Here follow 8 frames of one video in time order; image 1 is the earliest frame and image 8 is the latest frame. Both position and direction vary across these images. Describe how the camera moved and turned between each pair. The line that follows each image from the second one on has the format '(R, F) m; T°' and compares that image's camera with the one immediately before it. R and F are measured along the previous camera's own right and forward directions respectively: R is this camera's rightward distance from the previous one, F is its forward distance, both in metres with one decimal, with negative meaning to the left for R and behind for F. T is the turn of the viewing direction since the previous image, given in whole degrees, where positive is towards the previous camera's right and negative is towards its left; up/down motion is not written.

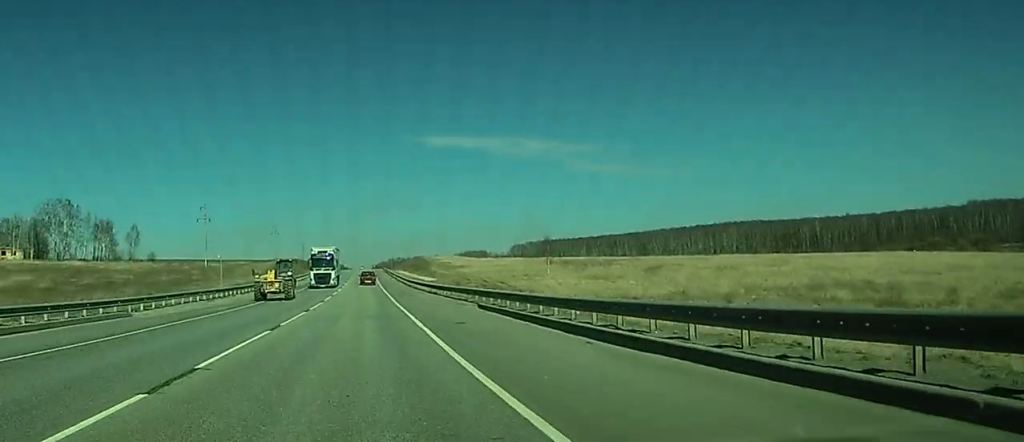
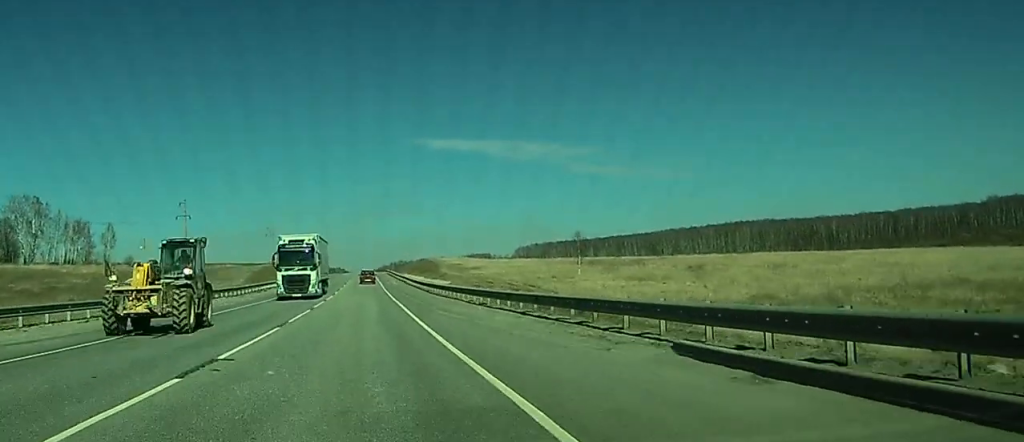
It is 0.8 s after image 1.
(0.0, +23.1) m; 0°
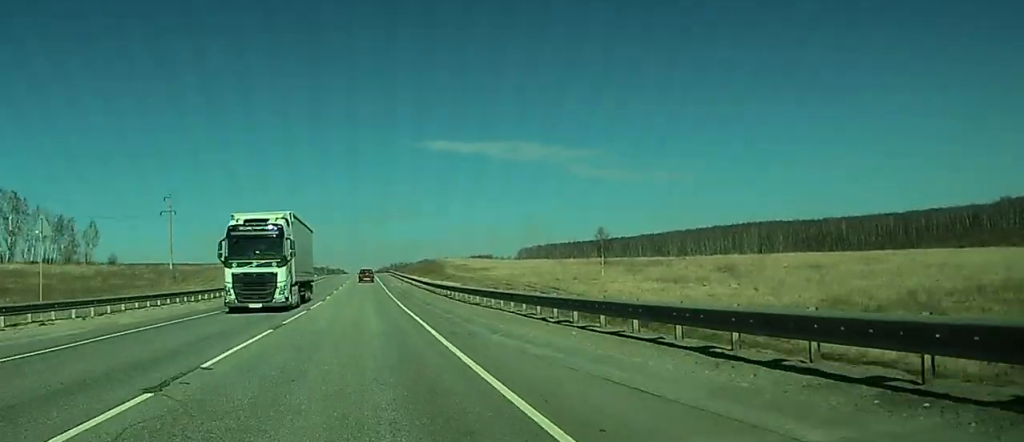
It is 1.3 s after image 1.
(0.0, +13.9) m; 0°
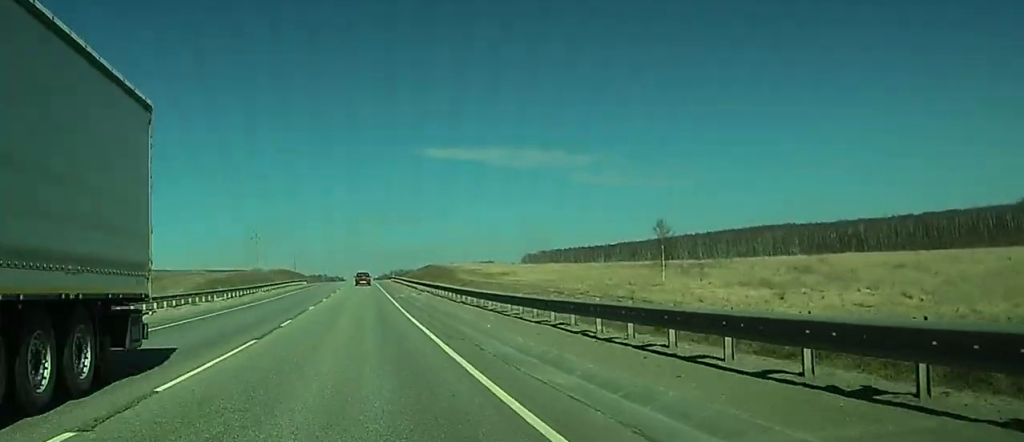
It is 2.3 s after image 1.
(+0.1, +27.0) m; 0°
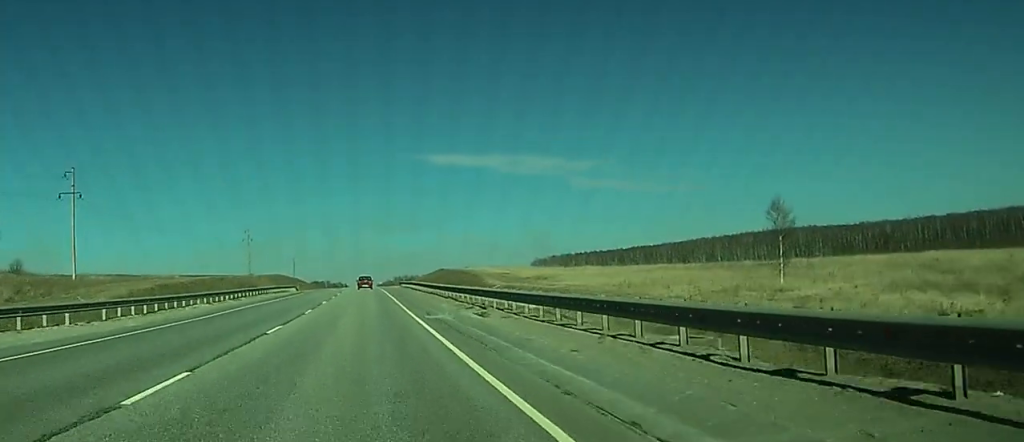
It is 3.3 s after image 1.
(0.0, +28.9) m; 0°
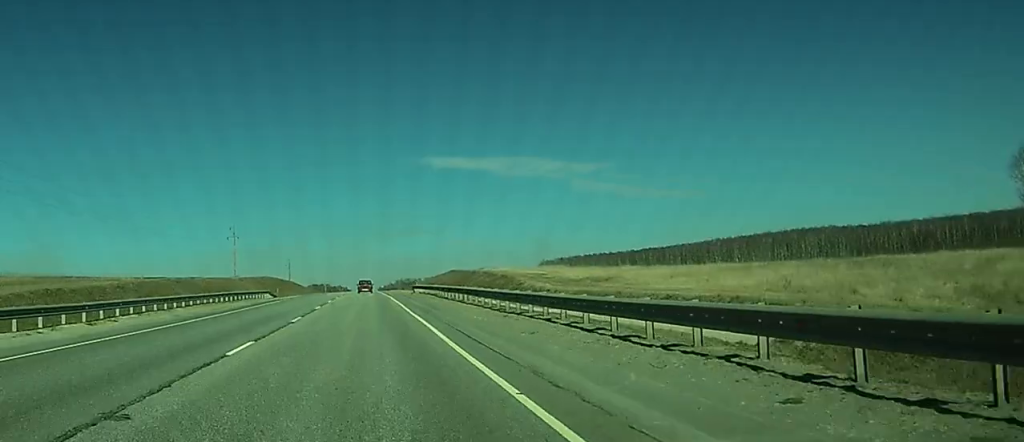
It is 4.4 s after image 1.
(0.0, +30.6) m; 0°
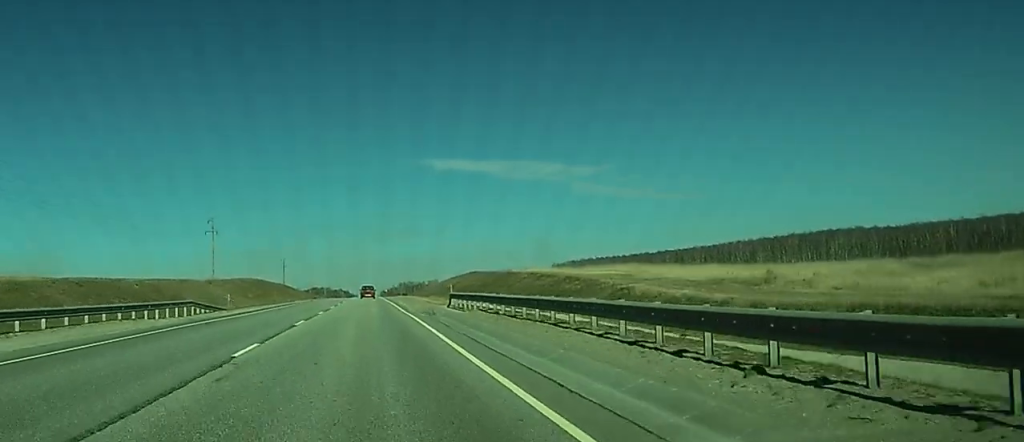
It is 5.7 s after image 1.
(0.0, +36.0) m; -1°
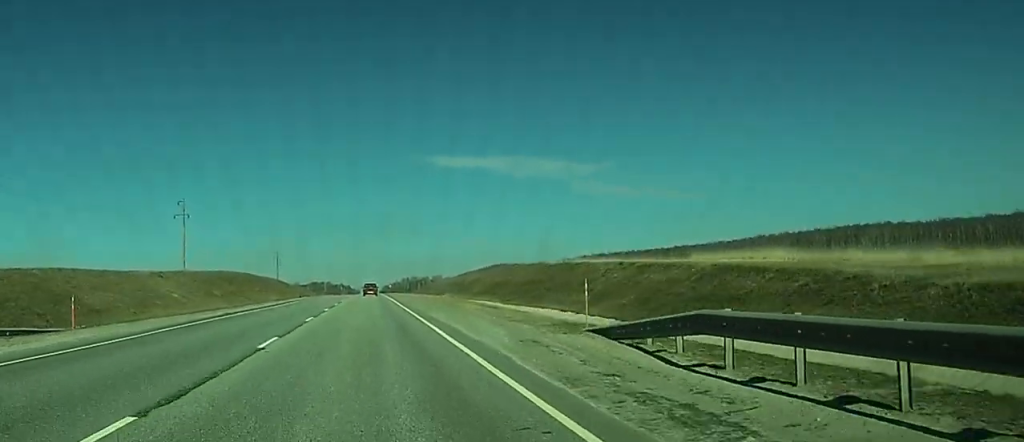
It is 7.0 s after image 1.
(-0.5, +34.0) m; -1°
